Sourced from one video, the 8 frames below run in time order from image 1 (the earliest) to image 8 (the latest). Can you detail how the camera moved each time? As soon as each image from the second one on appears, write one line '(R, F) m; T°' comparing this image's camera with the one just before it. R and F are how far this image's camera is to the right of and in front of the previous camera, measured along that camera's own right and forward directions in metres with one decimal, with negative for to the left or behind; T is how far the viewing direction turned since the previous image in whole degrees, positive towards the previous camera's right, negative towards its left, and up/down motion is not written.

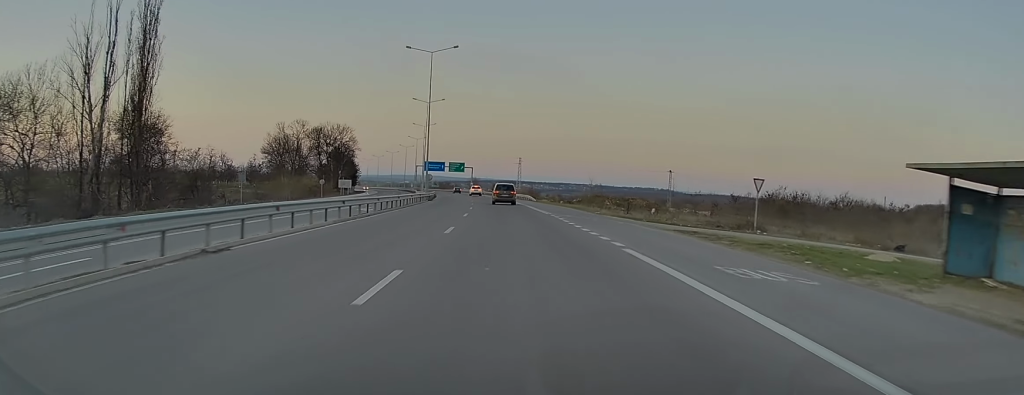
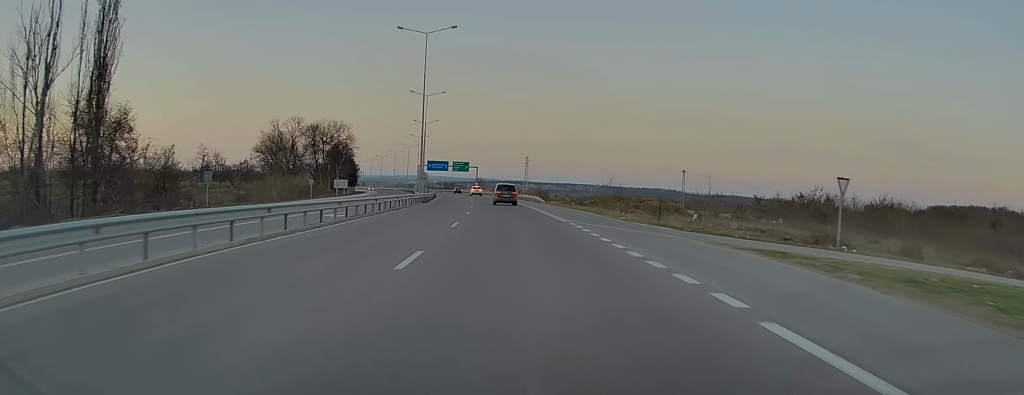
(0.0, +8.6) m; 0°
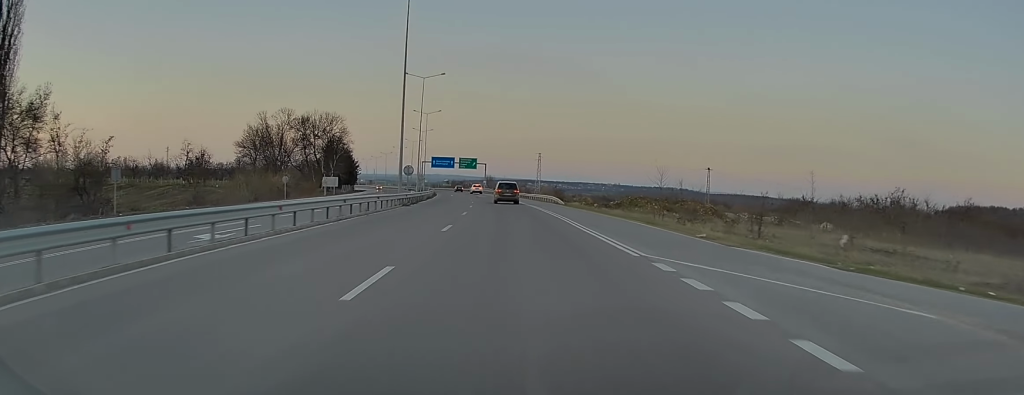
(-0.1, +15.1) m; -1°
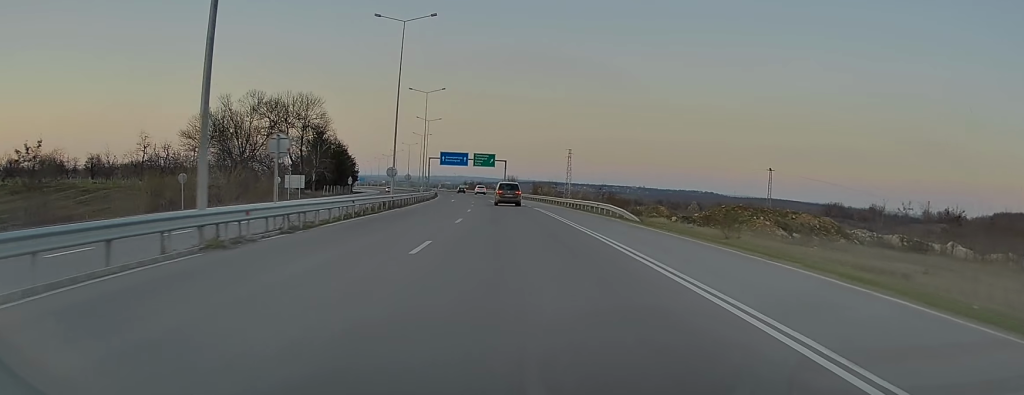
(-0.5, +30.3) m; -2°
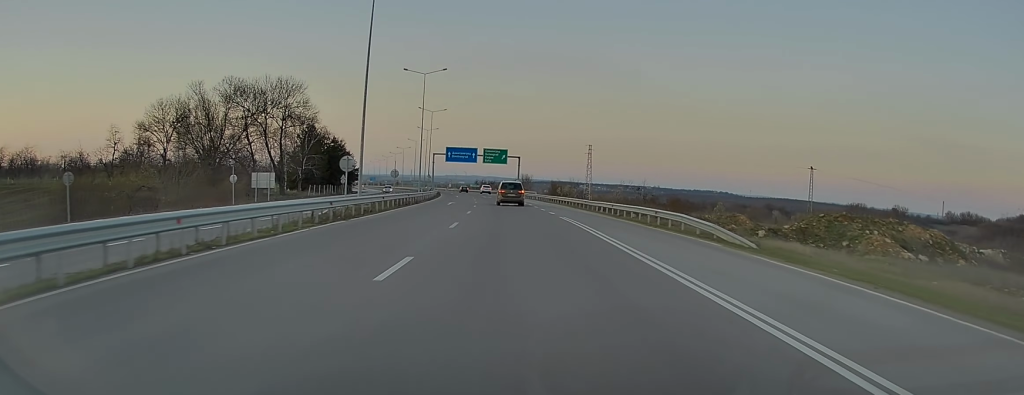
(-0.2, +15.8) m; -1°
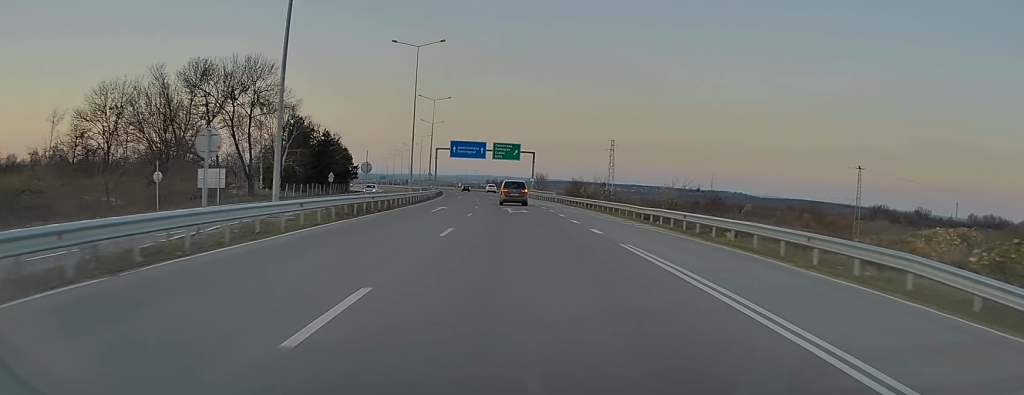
(-0.1, +15.8) m; -1°
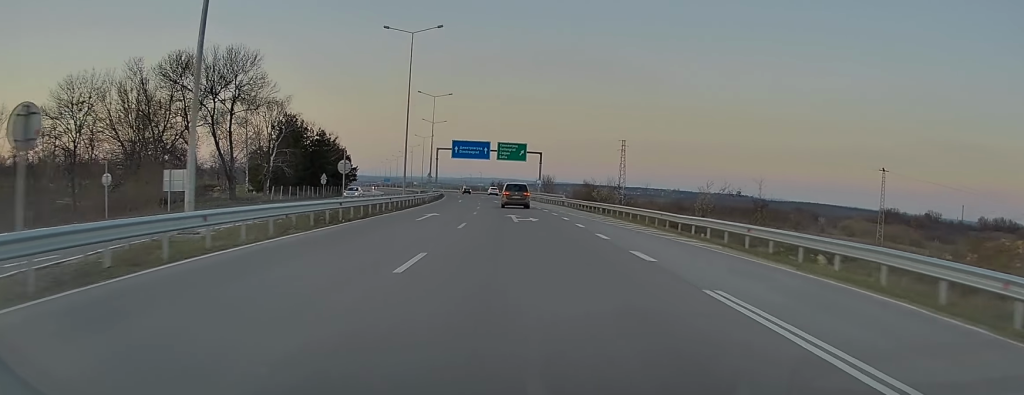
(0.0, +7.0) m; 0°
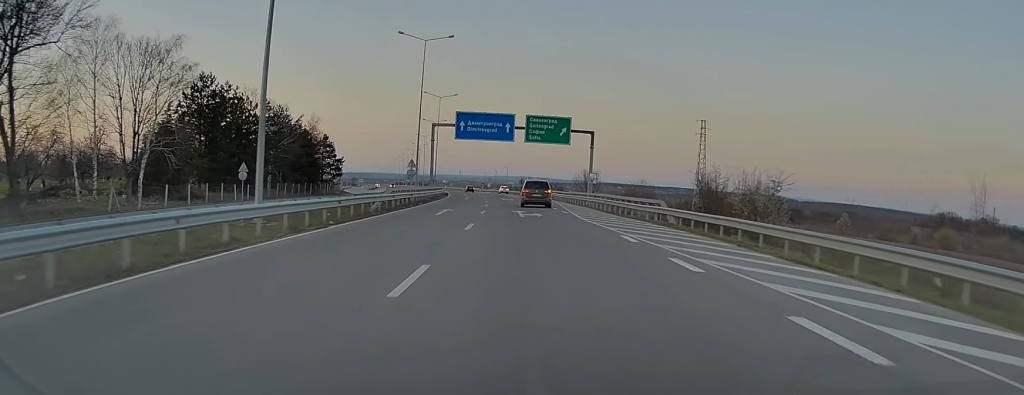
(-0.8, +38.3) m; -2°
